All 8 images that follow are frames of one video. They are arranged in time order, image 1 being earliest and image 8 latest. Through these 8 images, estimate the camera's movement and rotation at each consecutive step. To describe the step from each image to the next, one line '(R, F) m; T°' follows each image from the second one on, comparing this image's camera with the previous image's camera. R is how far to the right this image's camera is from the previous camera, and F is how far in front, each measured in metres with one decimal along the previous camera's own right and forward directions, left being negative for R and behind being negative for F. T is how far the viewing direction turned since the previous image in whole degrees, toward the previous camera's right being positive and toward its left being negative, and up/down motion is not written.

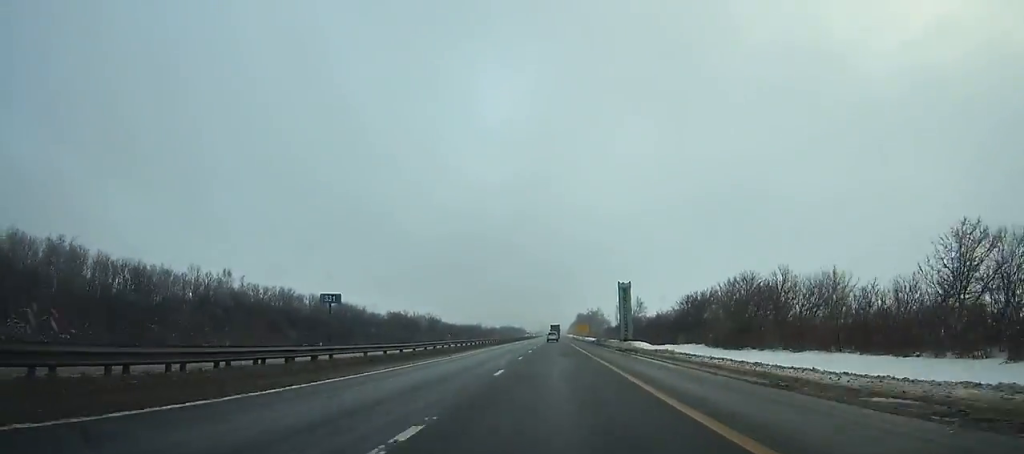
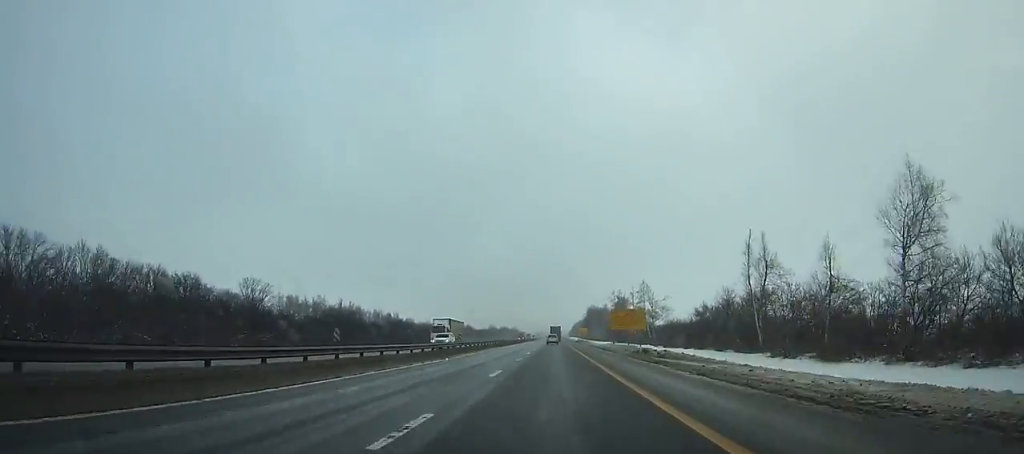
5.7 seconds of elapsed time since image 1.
(-0.4, +144.3) m; 0°
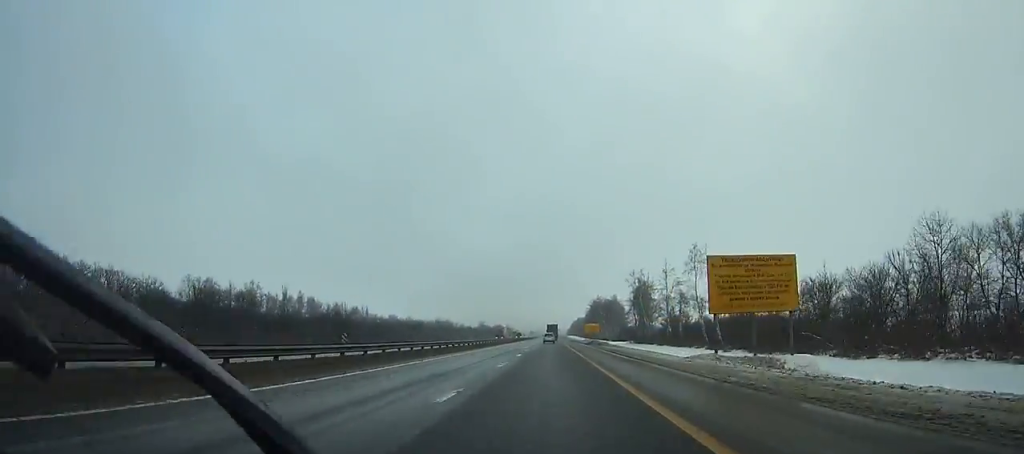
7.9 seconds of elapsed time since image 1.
(0.0, +56.4) m; 0°
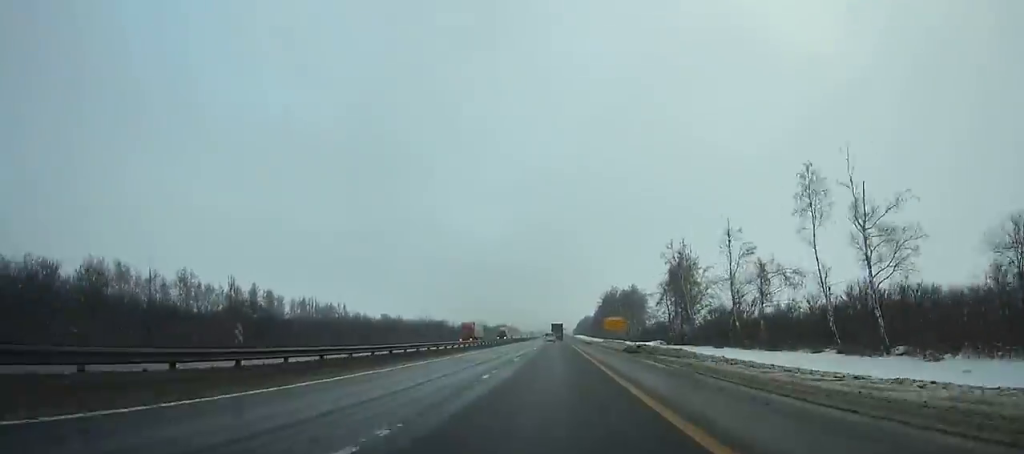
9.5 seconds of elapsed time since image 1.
(0.0, +41.3) m; 0°
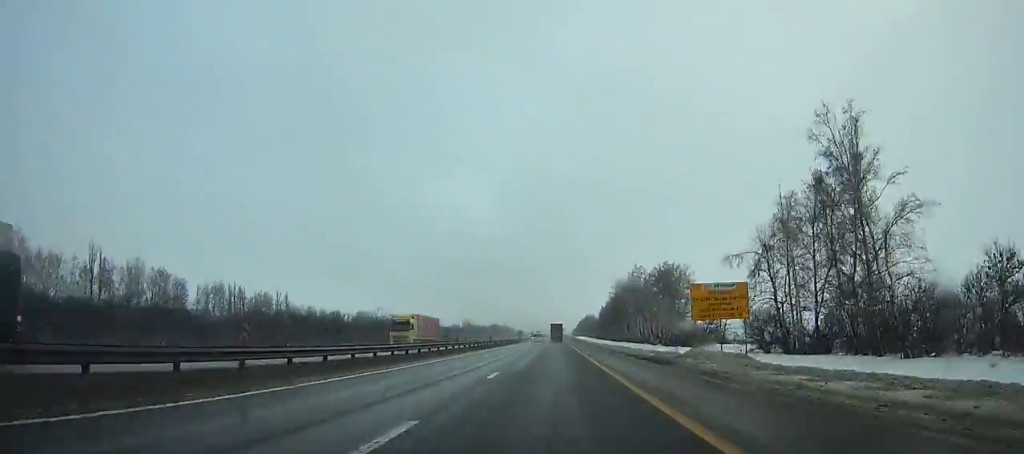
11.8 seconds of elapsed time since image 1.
(-0.1, +60.0) m; 0°
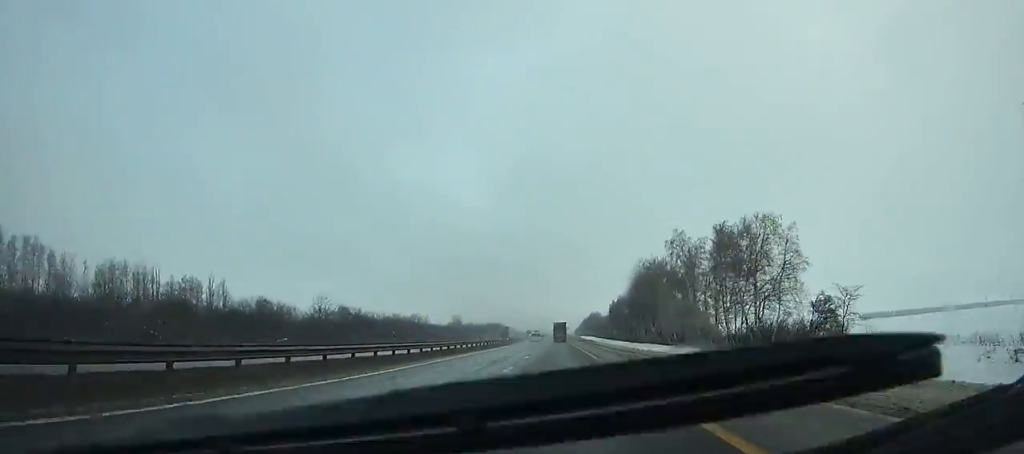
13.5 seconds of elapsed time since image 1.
(-0.1, +44.6) m; 0°
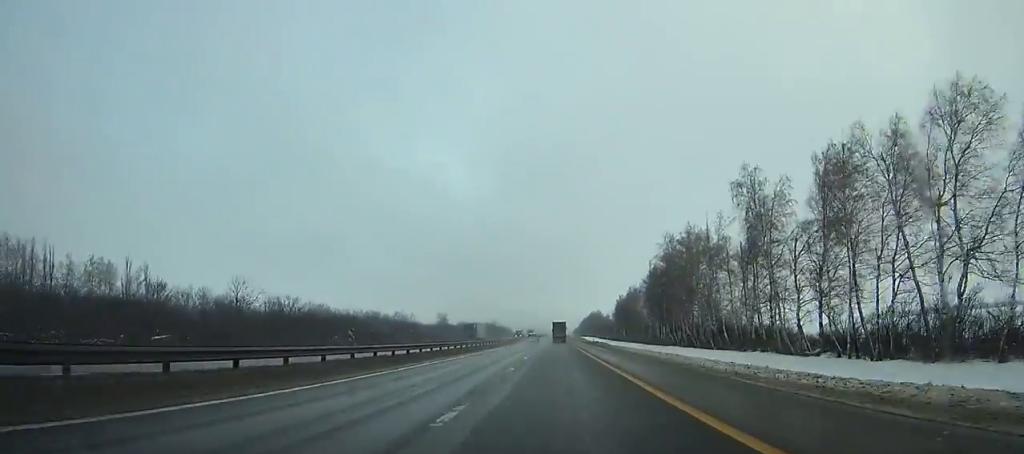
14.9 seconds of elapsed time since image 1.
(-0.1, +37.0) m; 0°
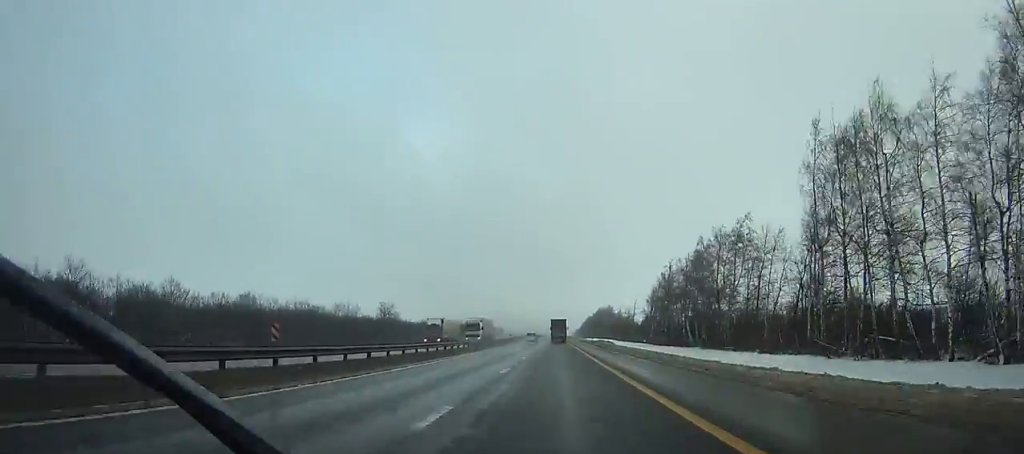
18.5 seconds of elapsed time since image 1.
(+0.3, +96.1) m; 0°
